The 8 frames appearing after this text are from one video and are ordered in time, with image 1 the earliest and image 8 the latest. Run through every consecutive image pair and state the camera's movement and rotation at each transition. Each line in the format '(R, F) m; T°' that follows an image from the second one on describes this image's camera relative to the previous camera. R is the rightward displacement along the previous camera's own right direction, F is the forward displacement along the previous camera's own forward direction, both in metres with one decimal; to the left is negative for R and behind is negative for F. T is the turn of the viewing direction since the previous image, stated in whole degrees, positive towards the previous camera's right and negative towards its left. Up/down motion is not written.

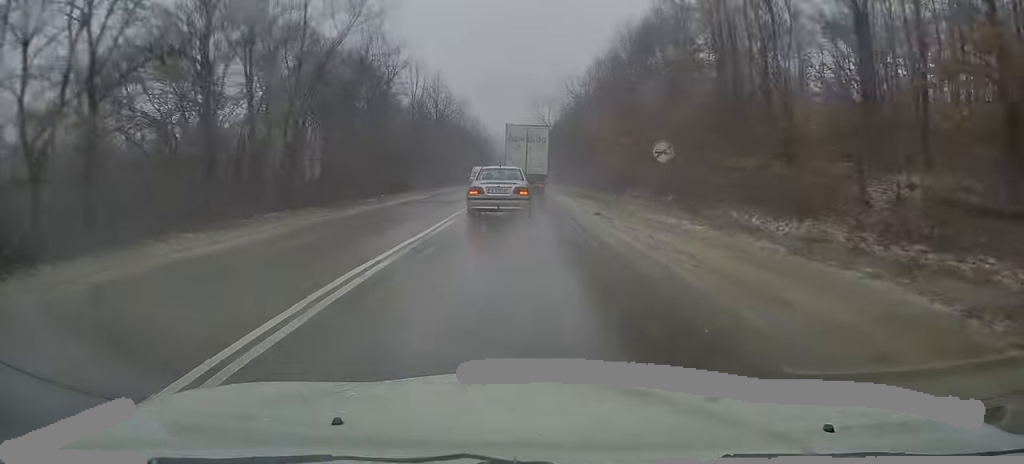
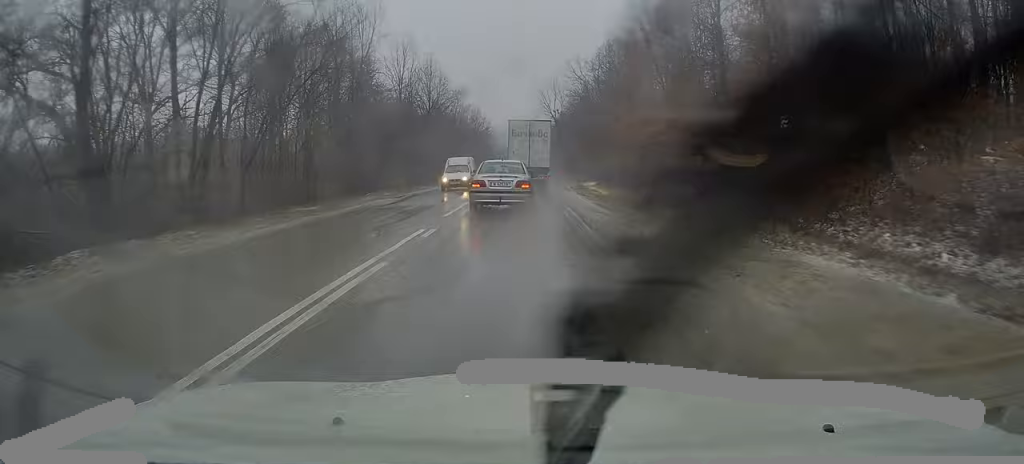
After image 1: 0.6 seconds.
(-0.1, +9.6) m; 0°
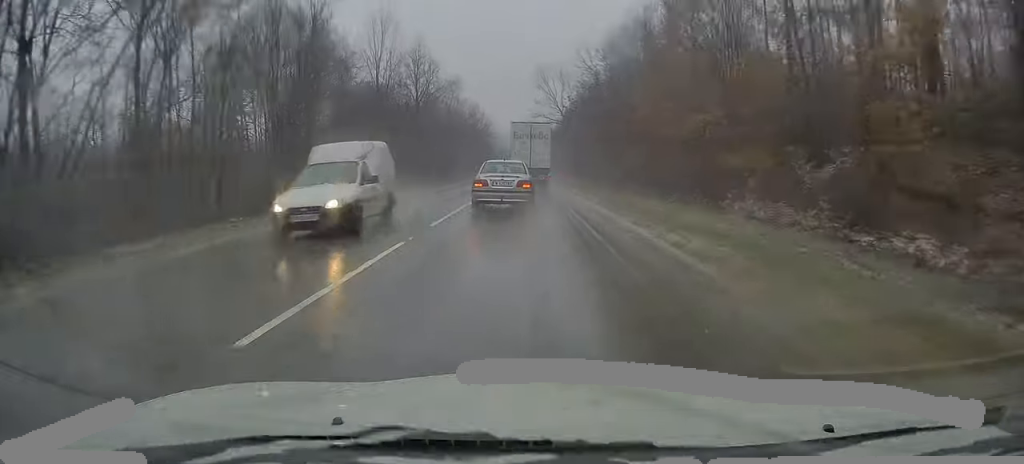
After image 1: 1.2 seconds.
(+0.2, +11.4) m; +1°
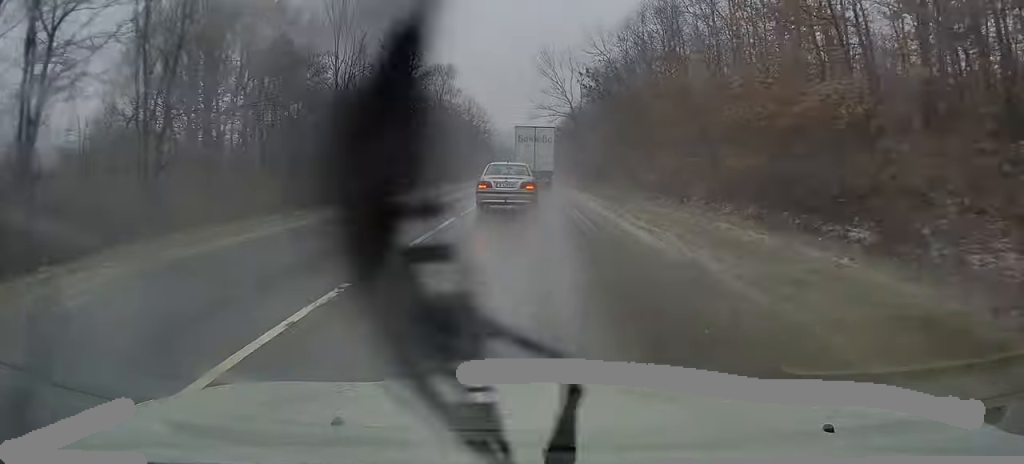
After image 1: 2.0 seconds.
(+0.1, +12.6) m; 0°
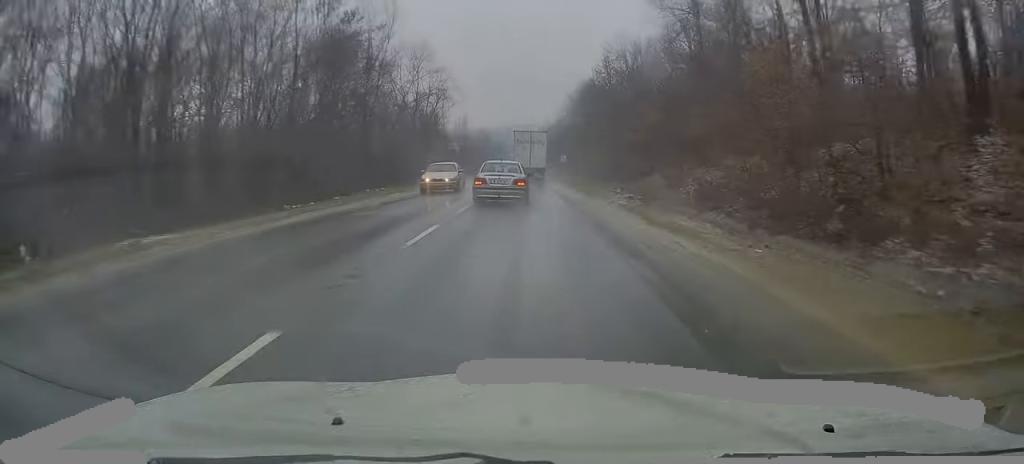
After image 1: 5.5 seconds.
(-0.8, +62.0) m; -1°
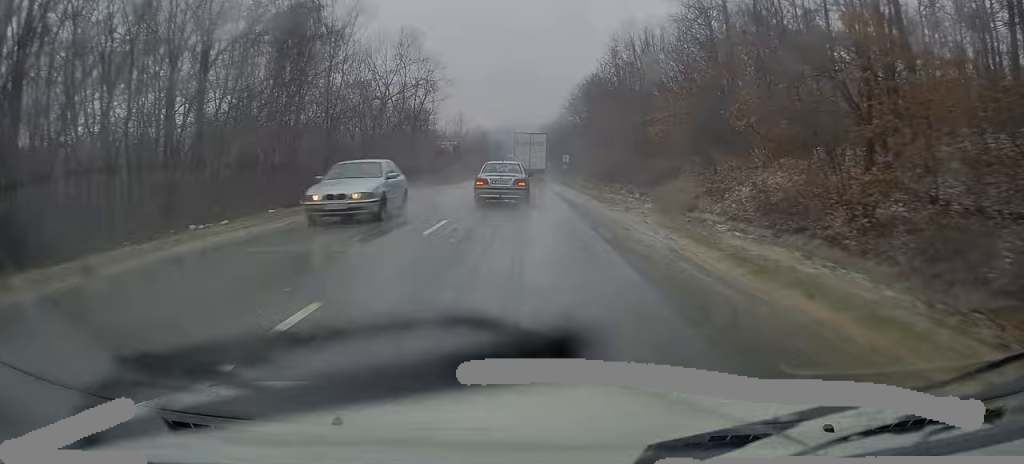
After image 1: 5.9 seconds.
(0.0, +7.1) m; +1°
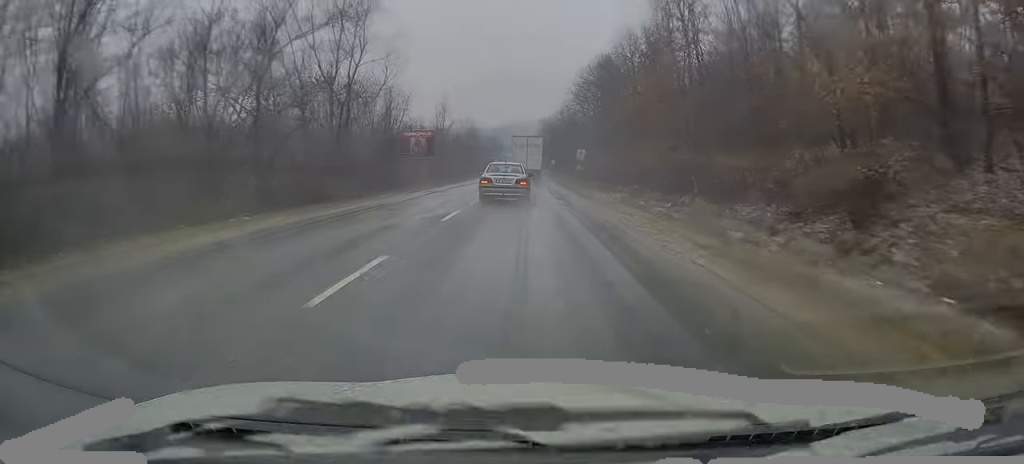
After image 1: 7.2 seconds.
(+0.4, +23.1) m; +1°
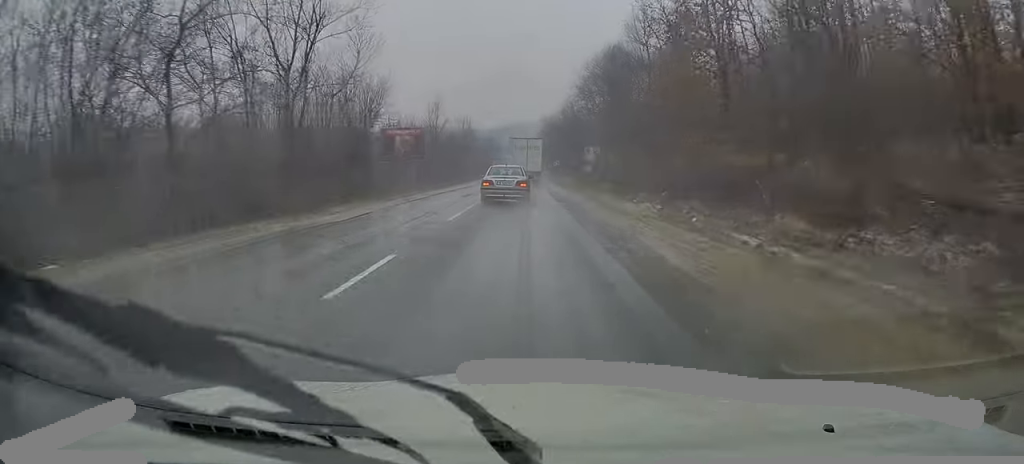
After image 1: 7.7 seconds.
(0.0, +8.4) m; 0°
